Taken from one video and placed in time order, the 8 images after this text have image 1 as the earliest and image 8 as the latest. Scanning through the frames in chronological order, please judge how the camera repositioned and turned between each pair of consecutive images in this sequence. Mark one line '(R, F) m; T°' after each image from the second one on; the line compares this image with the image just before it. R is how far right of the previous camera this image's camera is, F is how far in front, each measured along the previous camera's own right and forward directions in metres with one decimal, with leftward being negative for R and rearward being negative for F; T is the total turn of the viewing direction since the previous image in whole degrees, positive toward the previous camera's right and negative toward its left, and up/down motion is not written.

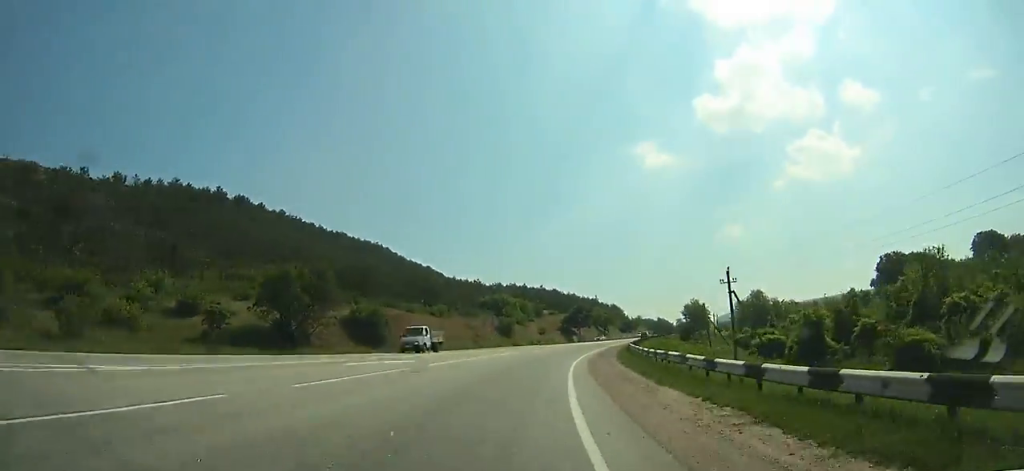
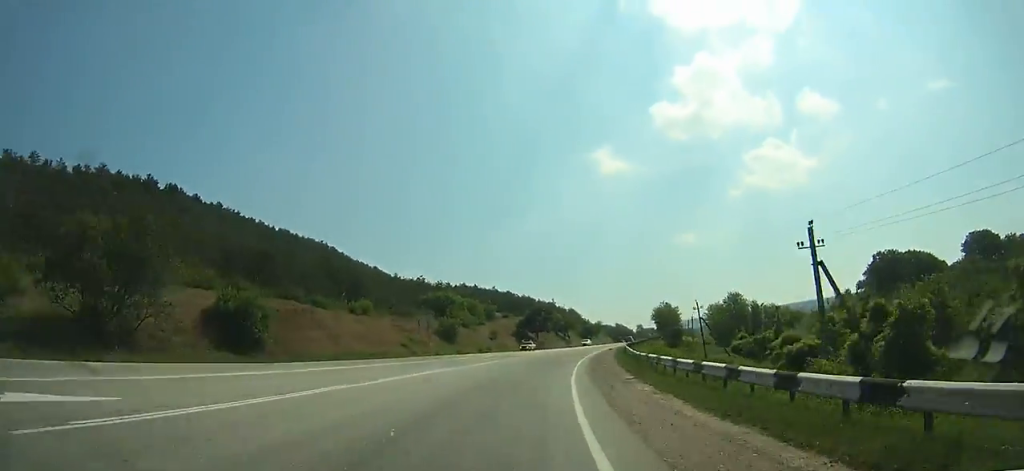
(+1.8, +19.7) m; +5°
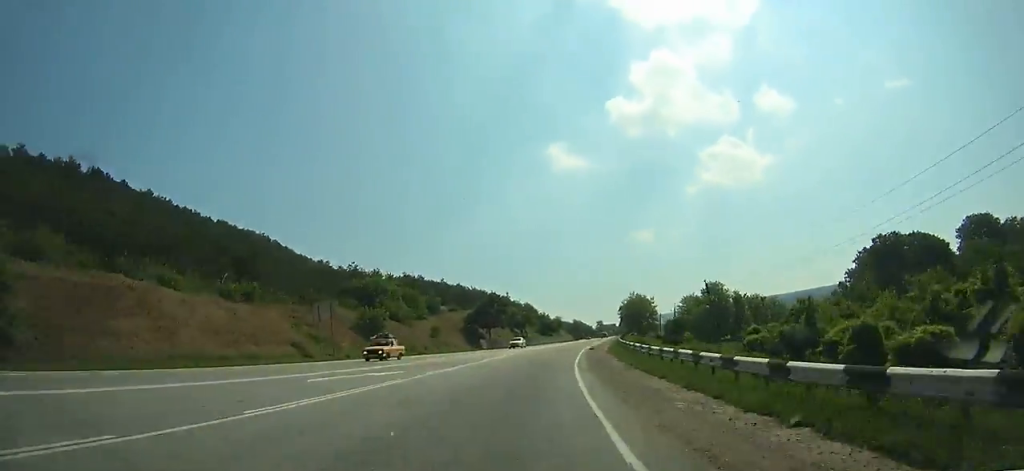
(+0.9, +20.0) m; +5°
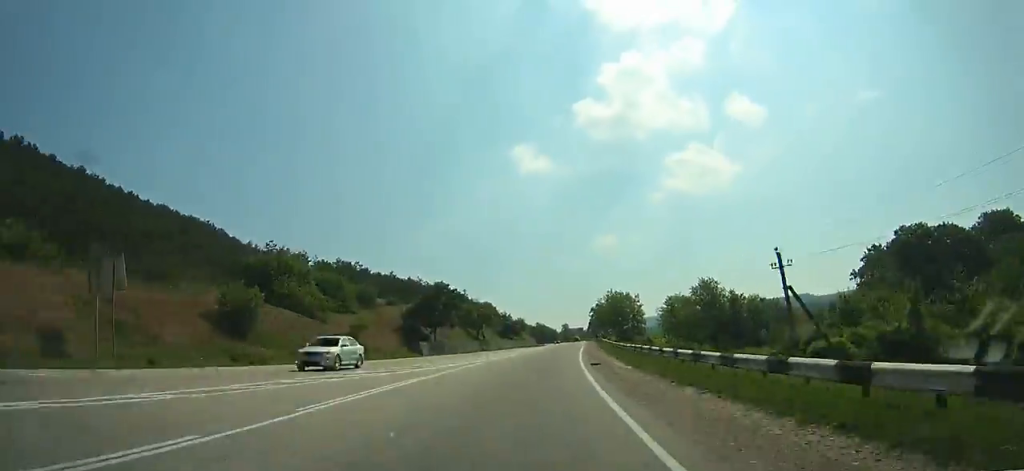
(+1.2, +23.4) m; +4°
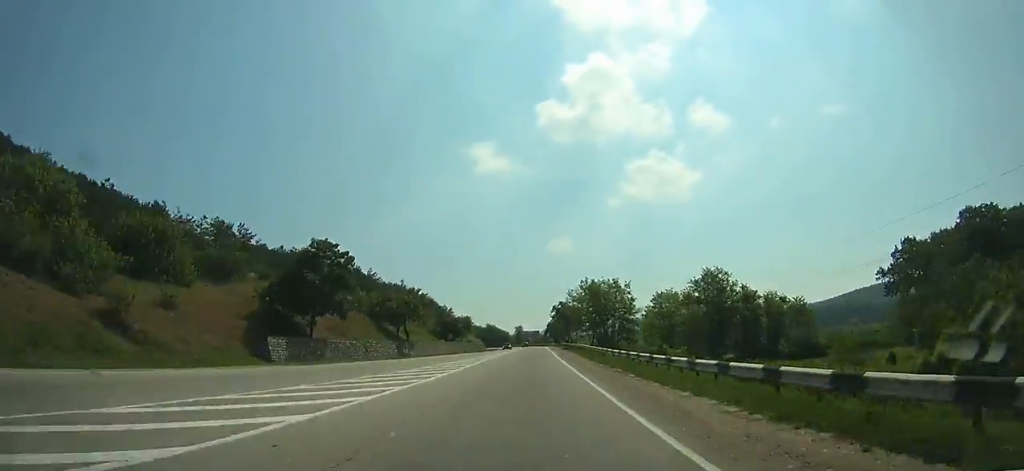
(+1.4, +31.8) m; +4°
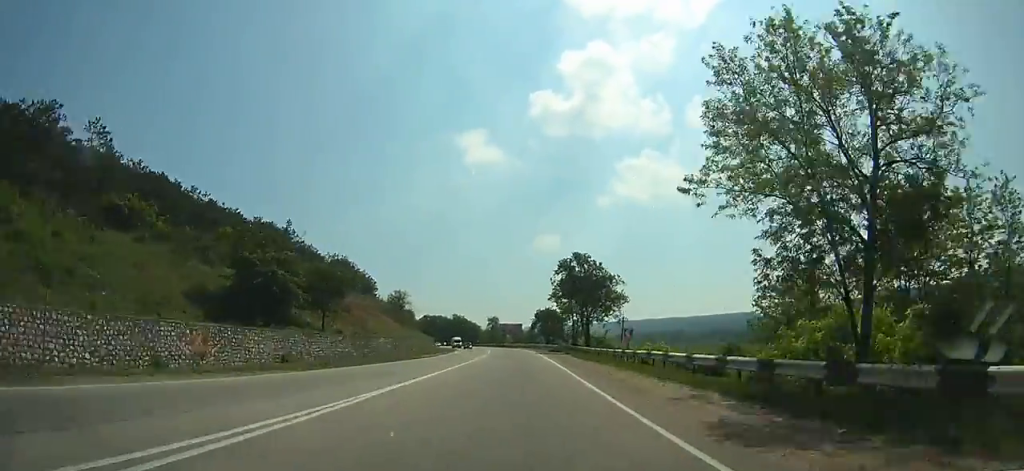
(+3.6, +76.0) m; +3°
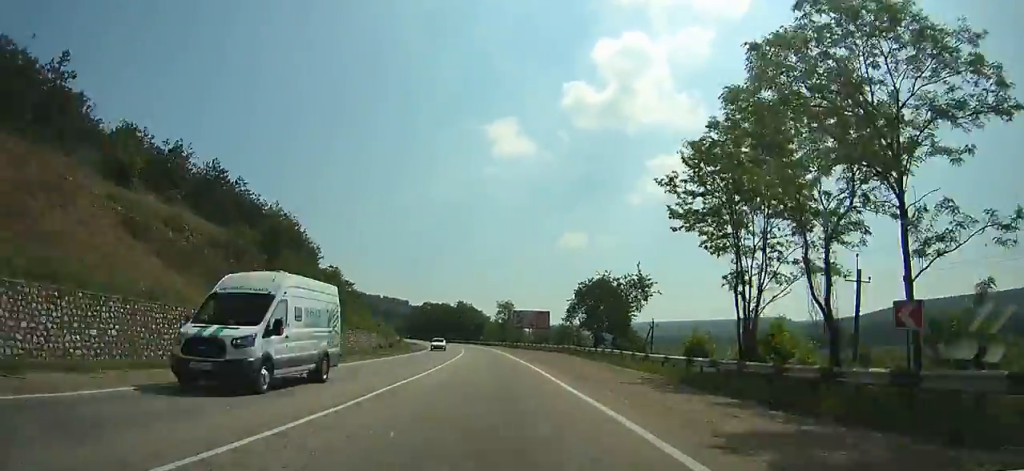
(-0.4, +60.9) m; -2°
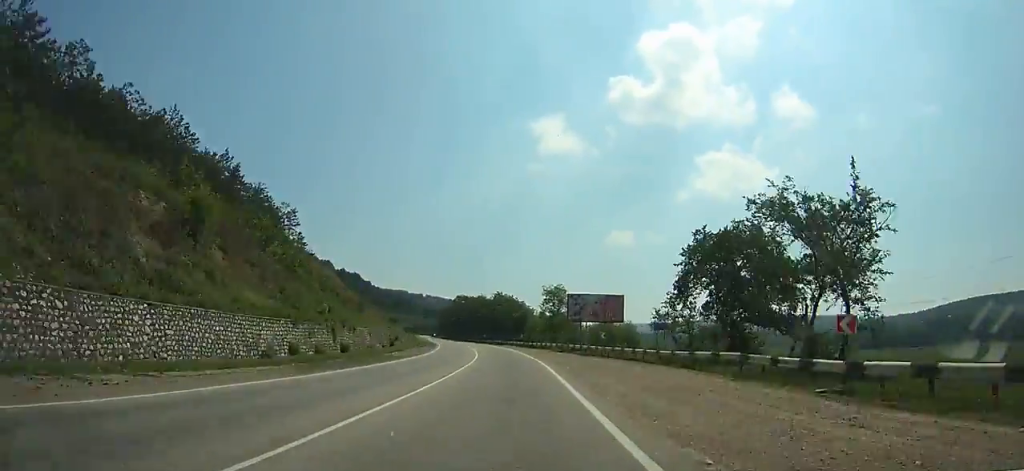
(-0.7, +34.1) m; -3°
